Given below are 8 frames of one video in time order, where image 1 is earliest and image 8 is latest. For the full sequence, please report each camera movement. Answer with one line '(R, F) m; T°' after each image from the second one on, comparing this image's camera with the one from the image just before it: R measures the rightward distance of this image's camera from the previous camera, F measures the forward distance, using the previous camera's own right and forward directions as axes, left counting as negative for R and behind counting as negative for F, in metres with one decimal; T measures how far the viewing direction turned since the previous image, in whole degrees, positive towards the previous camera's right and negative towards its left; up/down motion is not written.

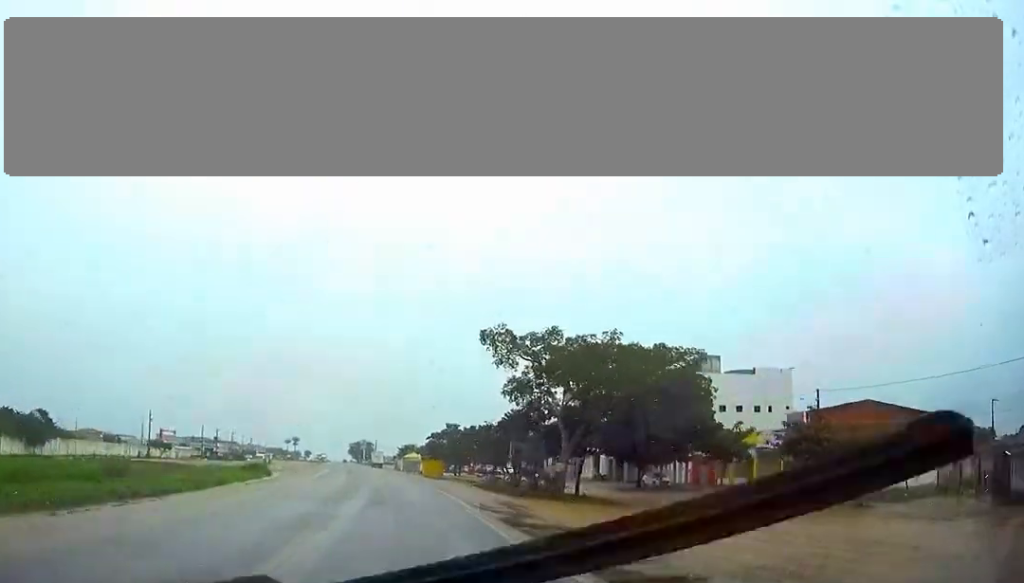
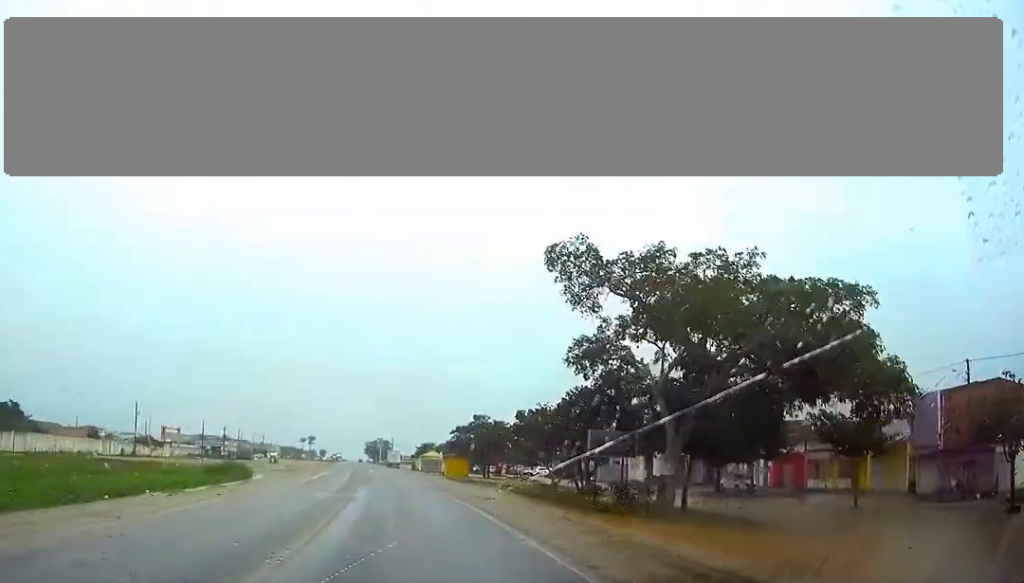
(-0.3, +17.1) m; -1°
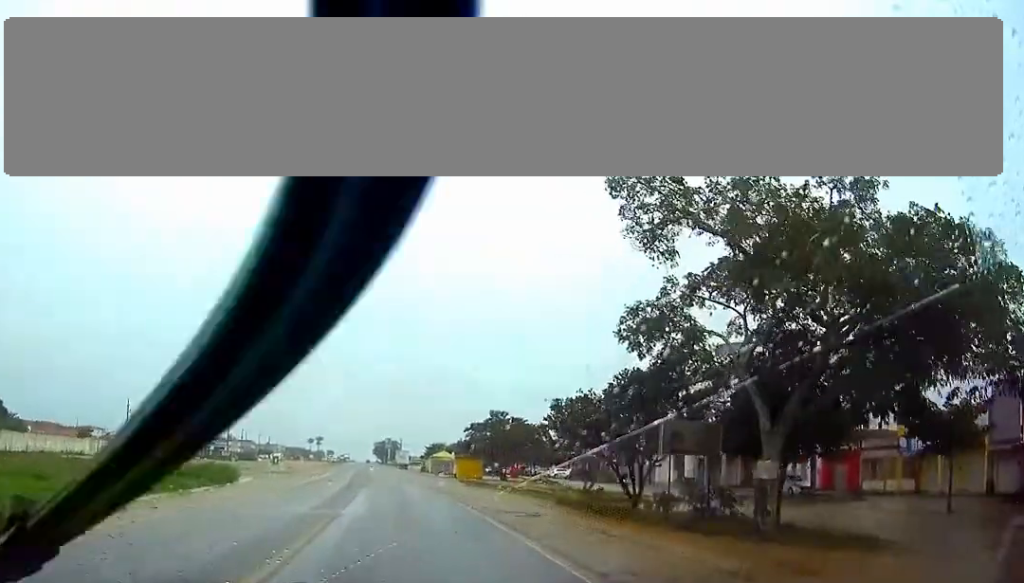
(0.0, +8.1) m; -1°
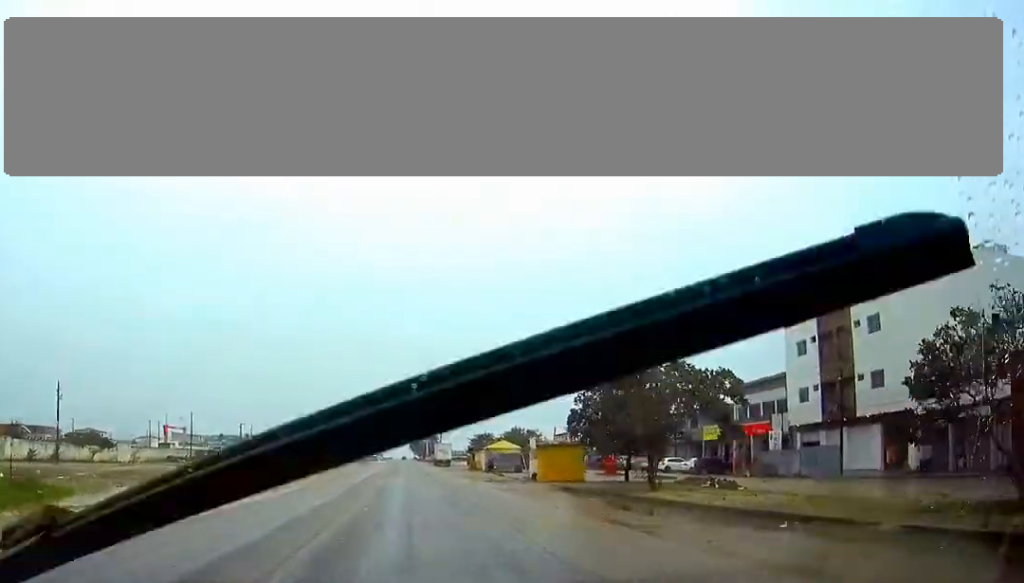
(-0.6, +37.1) m; -2°
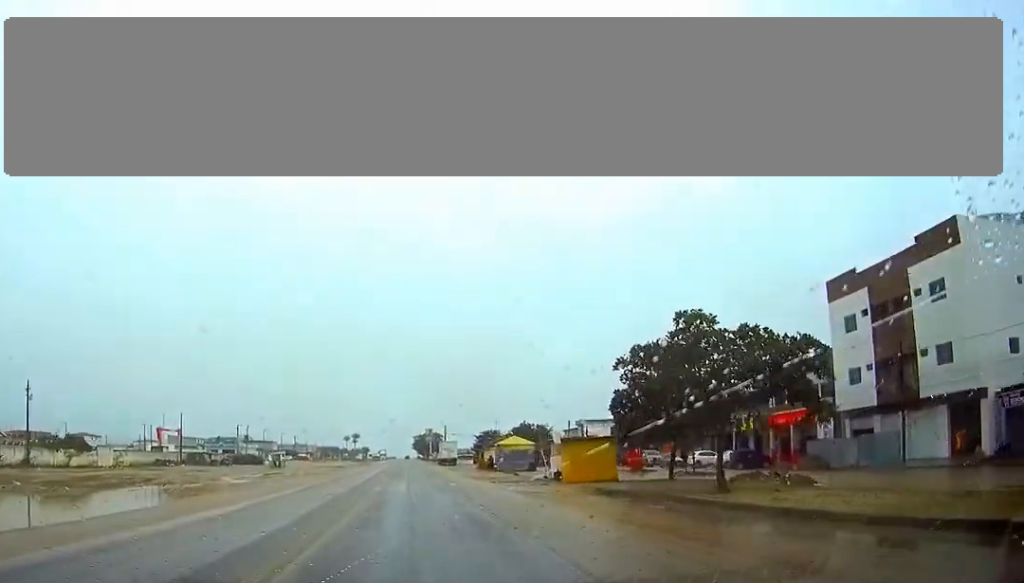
(+0.1, +8.3) m; 0°
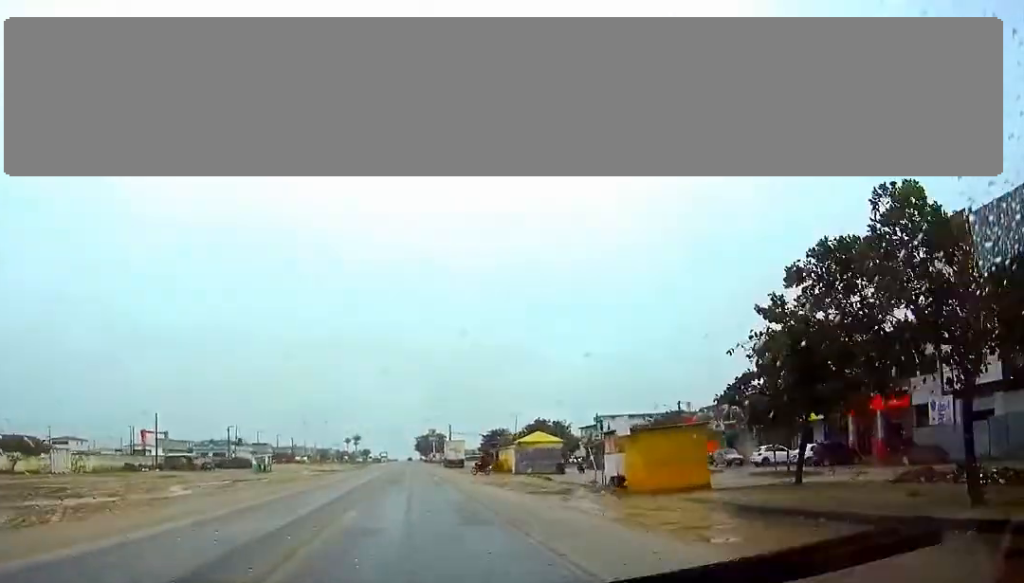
(-0.2, +14.6) m; -1°
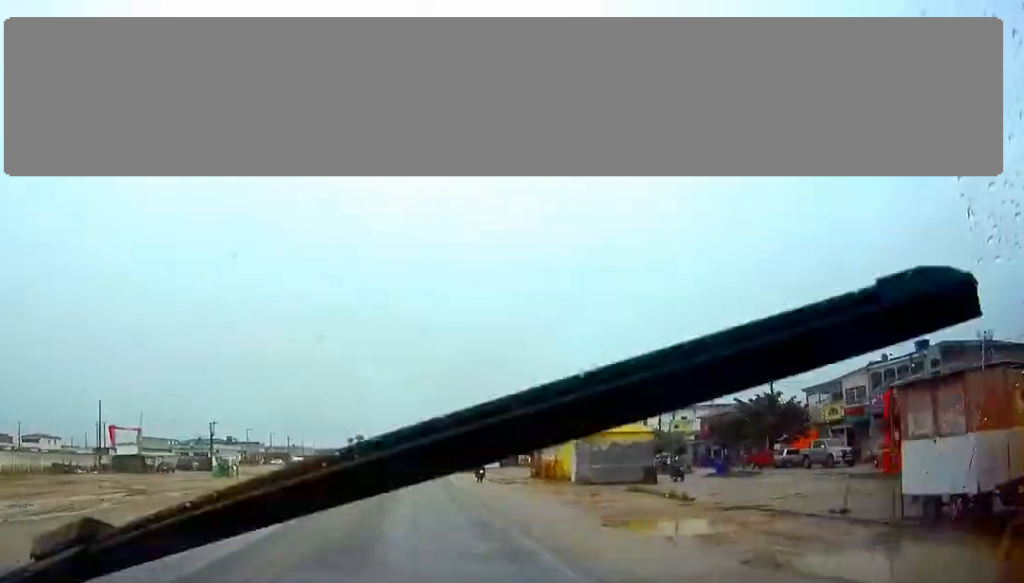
(-0.1, +24.8) m; 0°
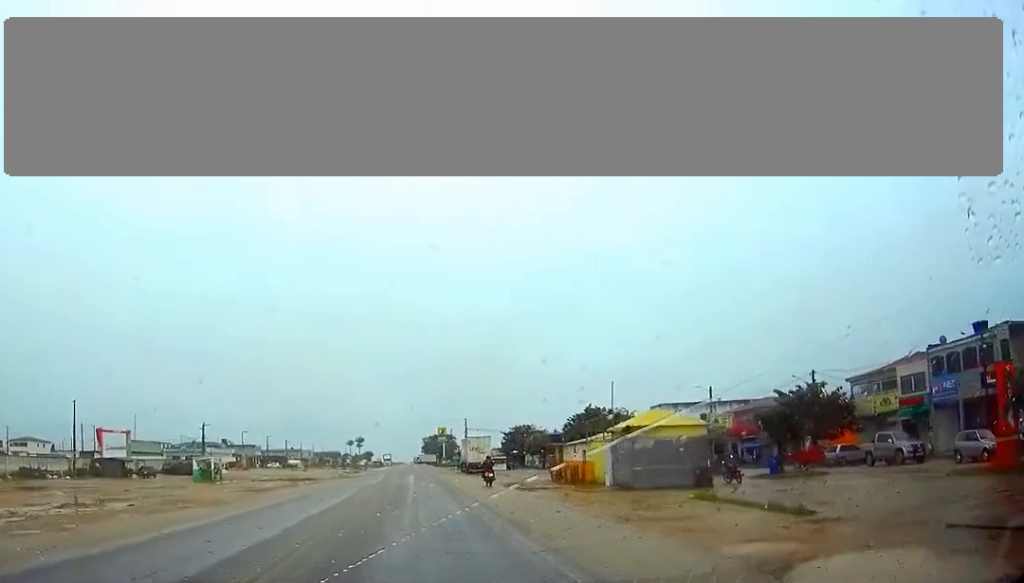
(0.0, +8.3) m; 0°
